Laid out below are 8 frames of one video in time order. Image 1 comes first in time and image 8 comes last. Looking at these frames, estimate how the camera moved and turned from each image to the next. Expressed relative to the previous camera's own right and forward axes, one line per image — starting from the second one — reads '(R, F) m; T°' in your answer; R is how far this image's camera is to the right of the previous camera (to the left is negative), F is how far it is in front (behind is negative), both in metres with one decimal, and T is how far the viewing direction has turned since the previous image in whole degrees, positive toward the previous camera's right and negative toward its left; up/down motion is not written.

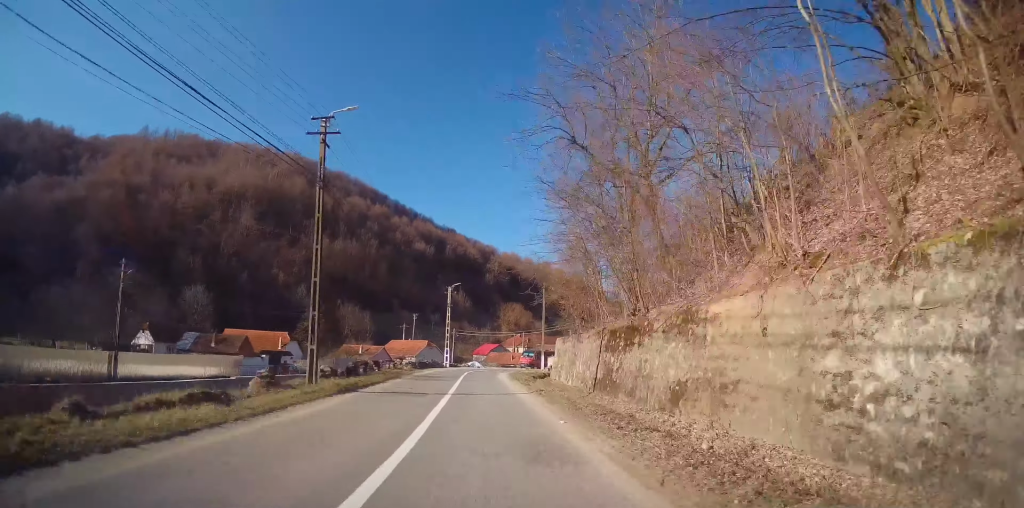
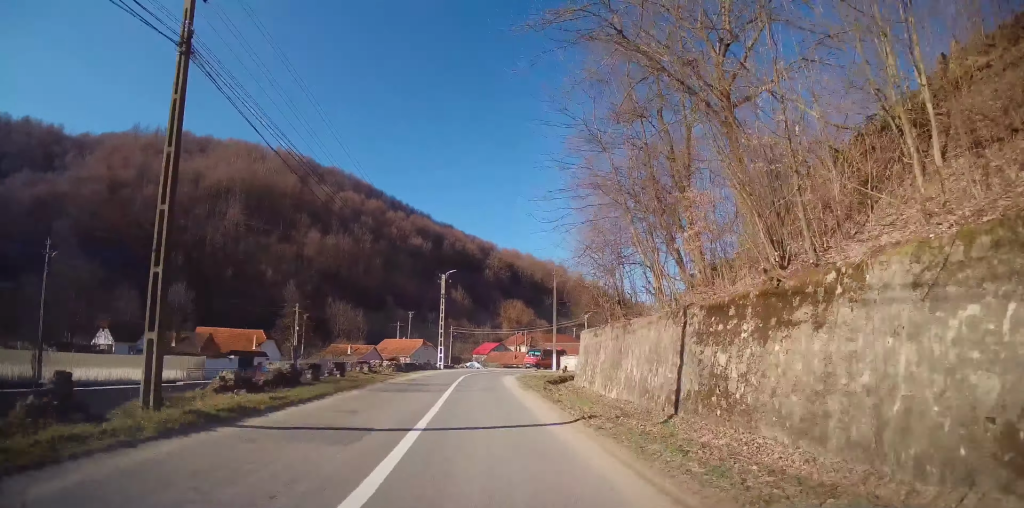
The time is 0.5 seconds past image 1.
(0.0, +8.3) m; -1°
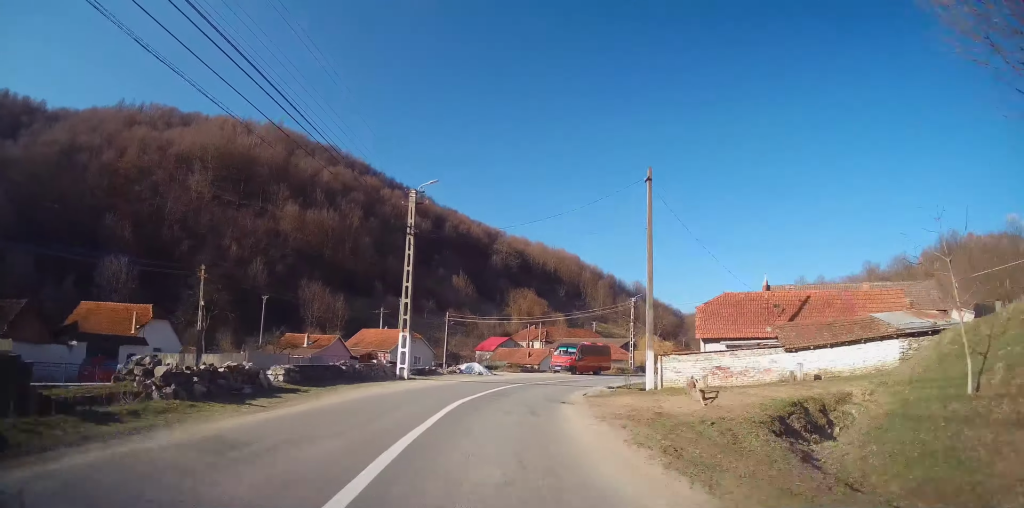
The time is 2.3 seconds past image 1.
(0.0, +24.7) m; +2°
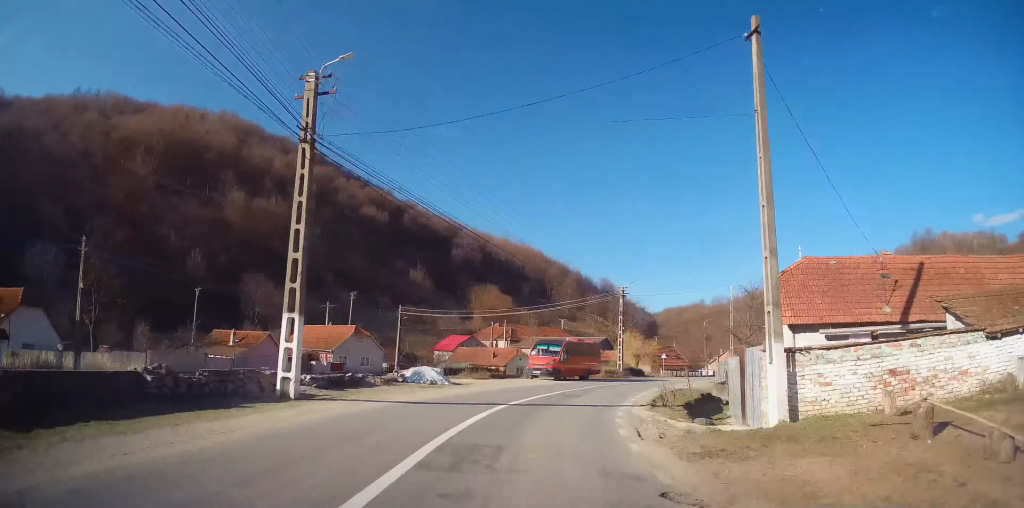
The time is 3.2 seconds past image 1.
(+0.2, +11.3) m; +3°
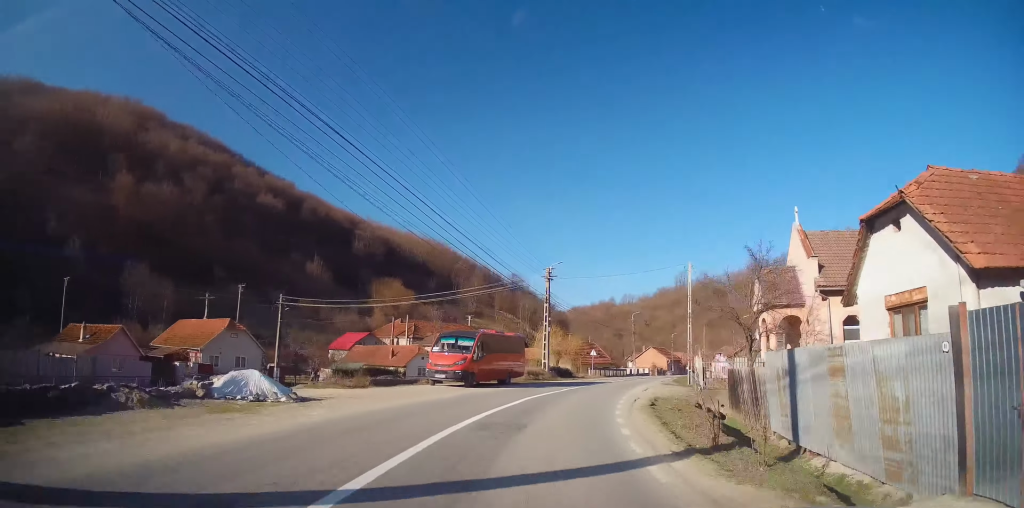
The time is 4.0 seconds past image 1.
(+0.3, +10.2) m; +5°
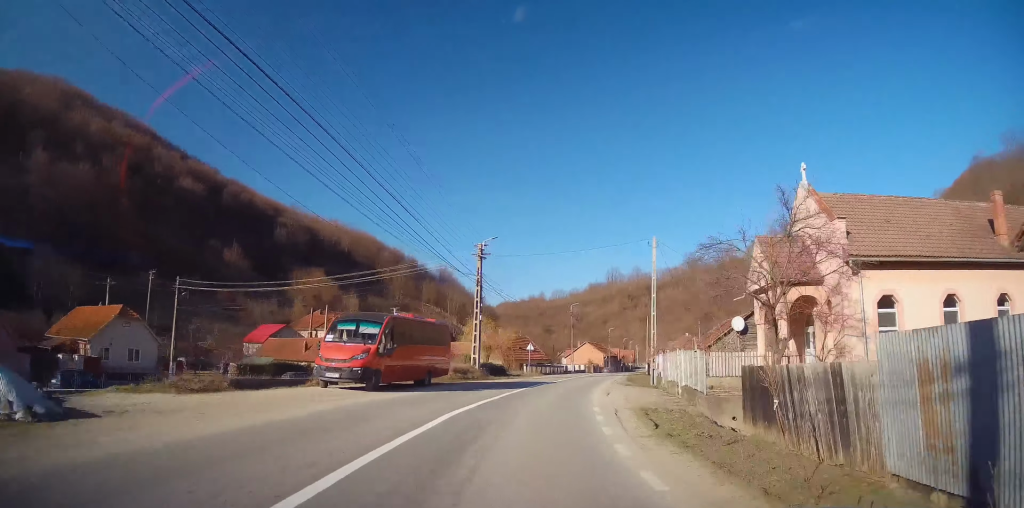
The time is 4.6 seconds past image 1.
(+0.1, +6.6) m; +5°
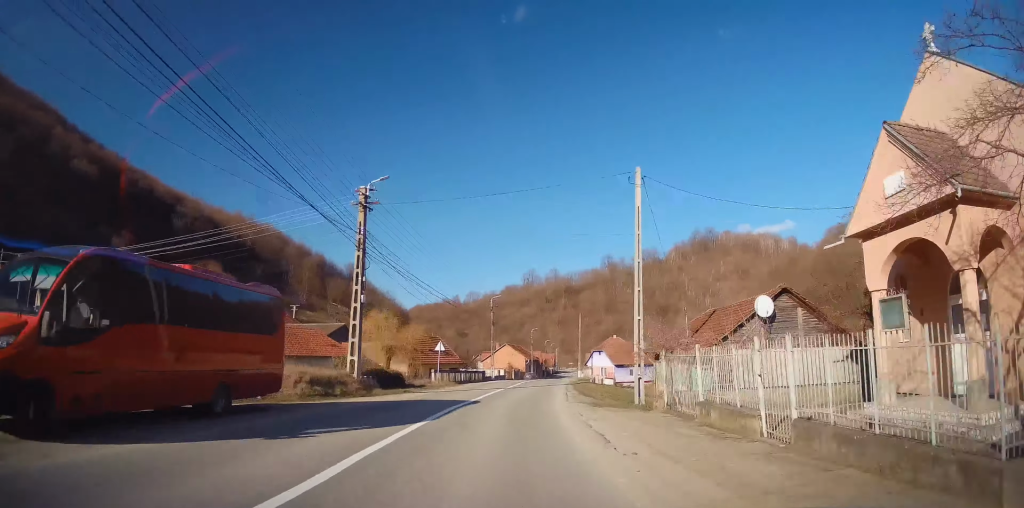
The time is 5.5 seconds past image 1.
(+1.0, +11.1) m; +11°
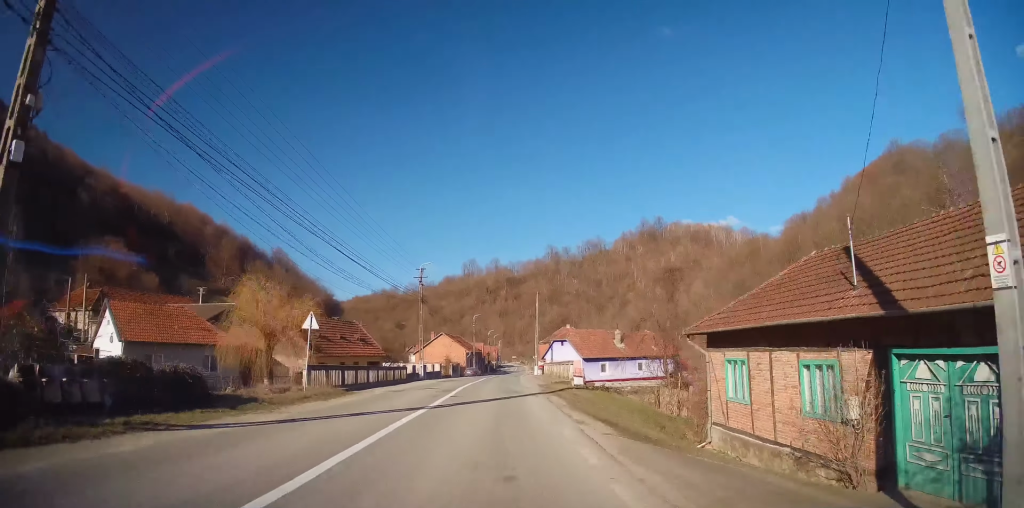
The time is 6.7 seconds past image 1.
(+1.7, +14.8) m; +9°
